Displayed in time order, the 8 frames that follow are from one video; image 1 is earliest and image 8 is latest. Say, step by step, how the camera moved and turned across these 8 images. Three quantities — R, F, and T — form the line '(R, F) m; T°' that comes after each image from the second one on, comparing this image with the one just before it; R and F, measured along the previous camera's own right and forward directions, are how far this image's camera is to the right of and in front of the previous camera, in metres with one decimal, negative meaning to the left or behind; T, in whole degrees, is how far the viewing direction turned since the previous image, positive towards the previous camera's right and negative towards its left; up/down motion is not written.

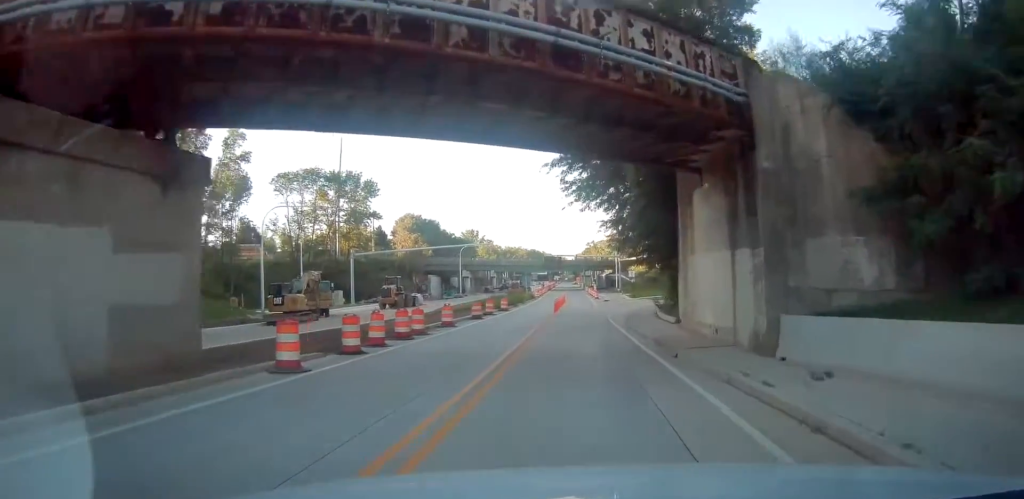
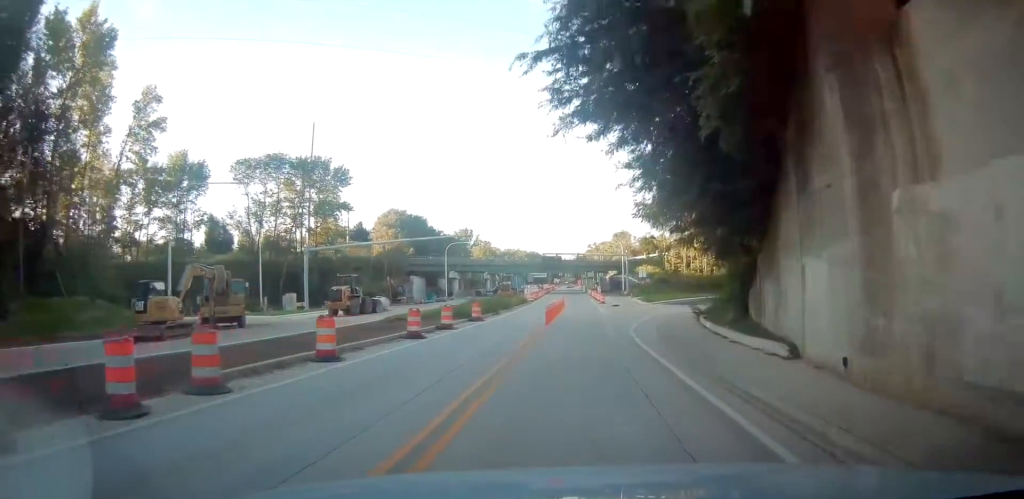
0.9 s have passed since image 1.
(+0.2, +13.1) m; 0°
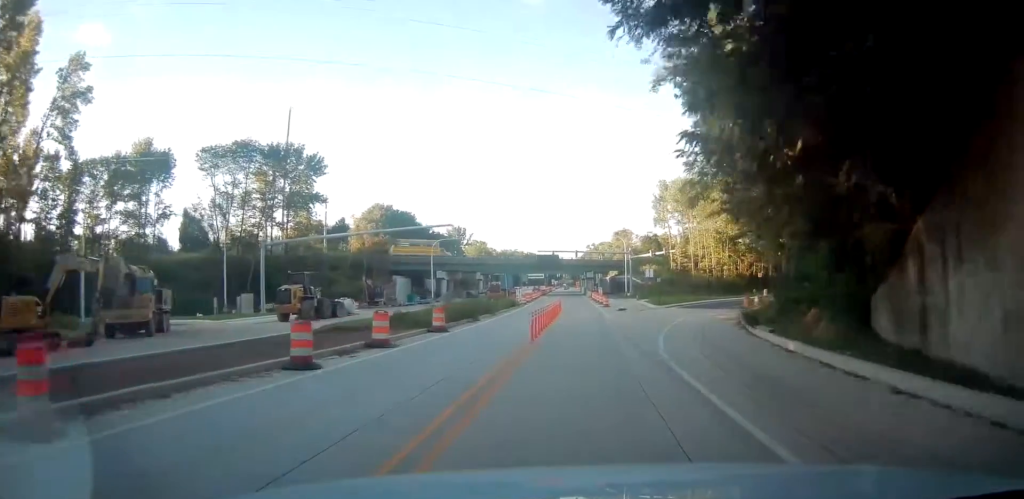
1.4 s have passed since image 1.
(0.0, +8.6) m; 0°
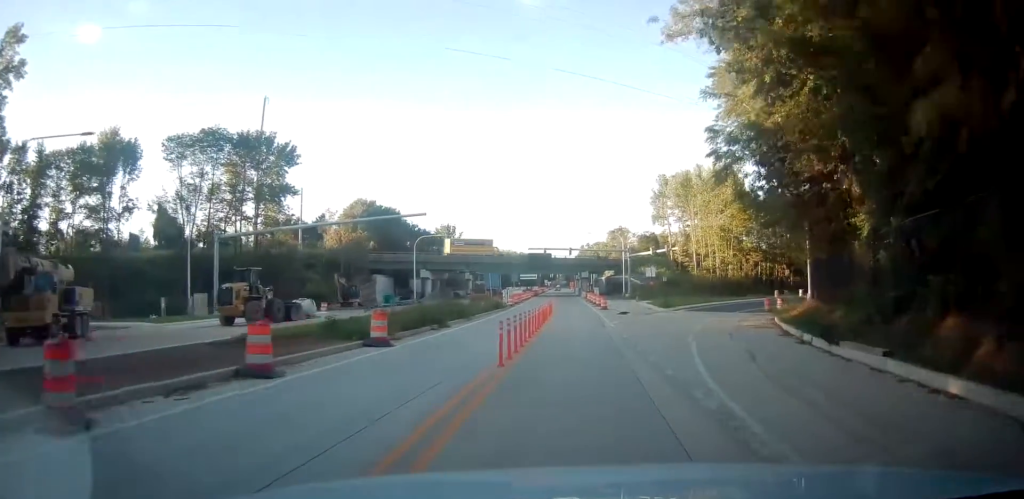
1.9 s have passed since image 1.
(-0.2, +6.5) m; 0°
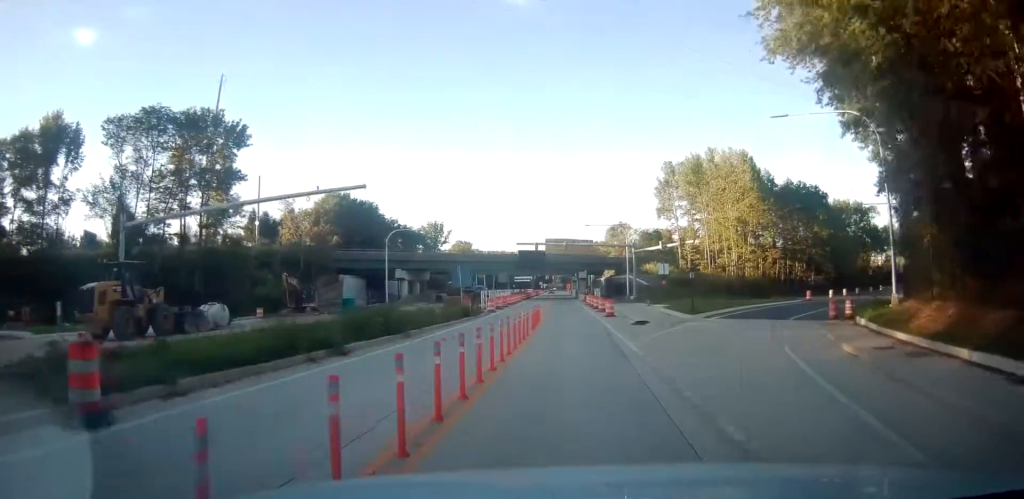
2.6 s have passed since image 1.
(+0.1, +11.3) m; +1°
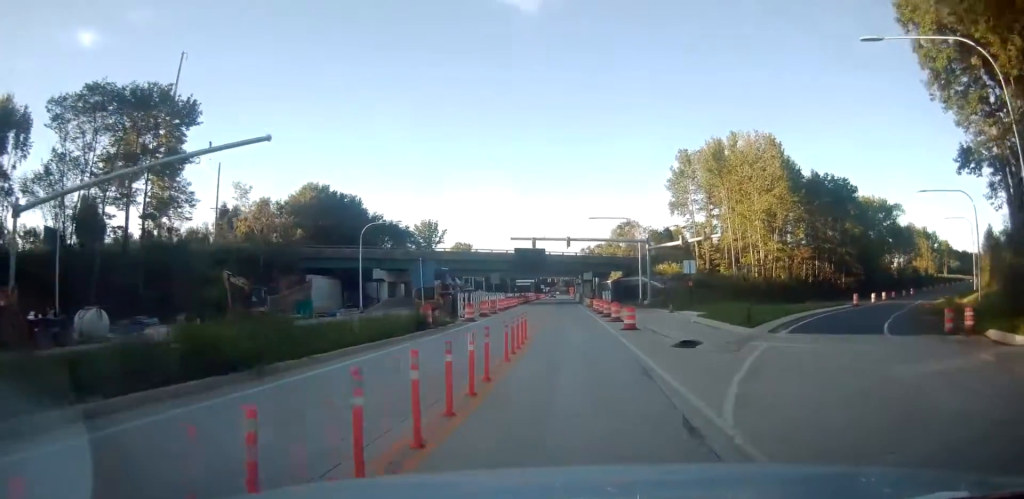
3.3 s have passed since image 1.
(+0.1, +9.8) m; +1°
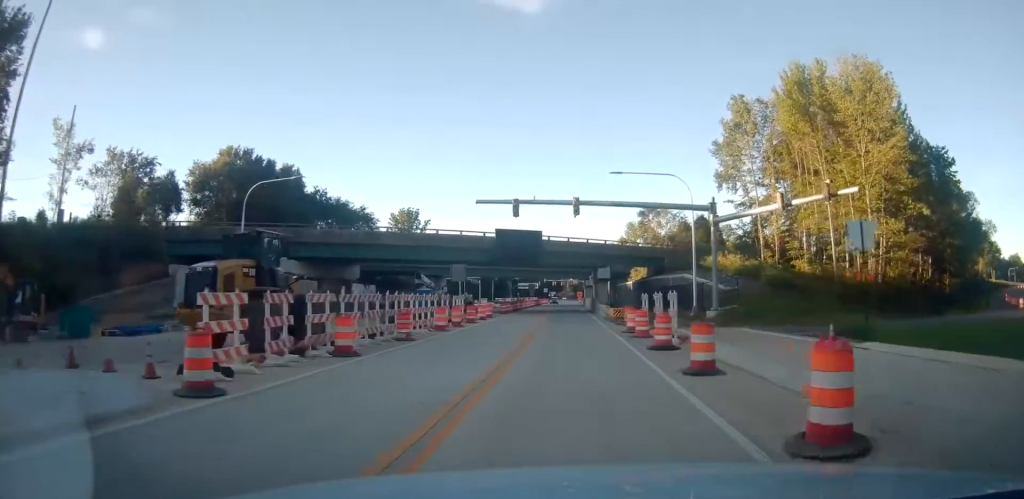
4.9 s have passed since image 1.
(+0.4, +25.5) m; +1°
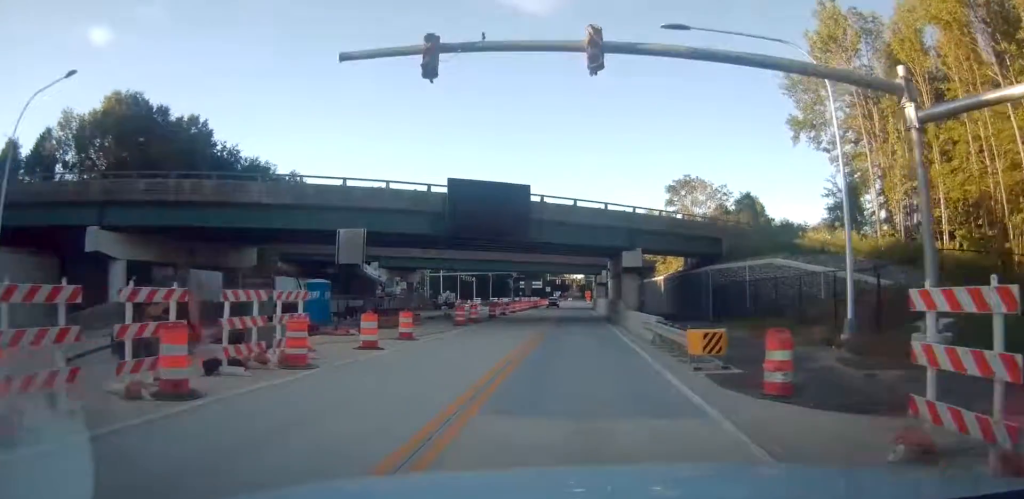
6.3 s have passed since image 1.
(-0.4, +21.5) m; -3°
